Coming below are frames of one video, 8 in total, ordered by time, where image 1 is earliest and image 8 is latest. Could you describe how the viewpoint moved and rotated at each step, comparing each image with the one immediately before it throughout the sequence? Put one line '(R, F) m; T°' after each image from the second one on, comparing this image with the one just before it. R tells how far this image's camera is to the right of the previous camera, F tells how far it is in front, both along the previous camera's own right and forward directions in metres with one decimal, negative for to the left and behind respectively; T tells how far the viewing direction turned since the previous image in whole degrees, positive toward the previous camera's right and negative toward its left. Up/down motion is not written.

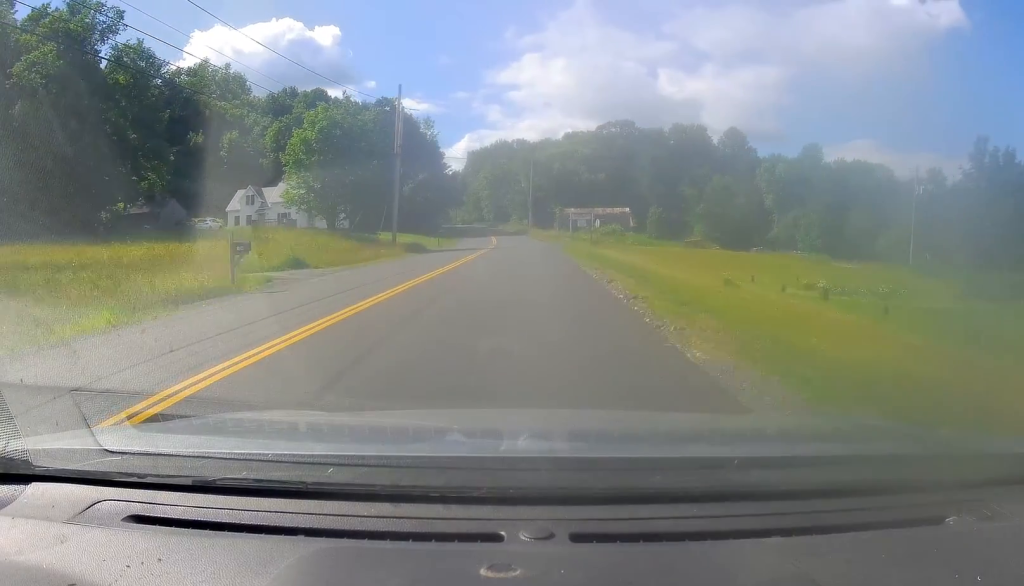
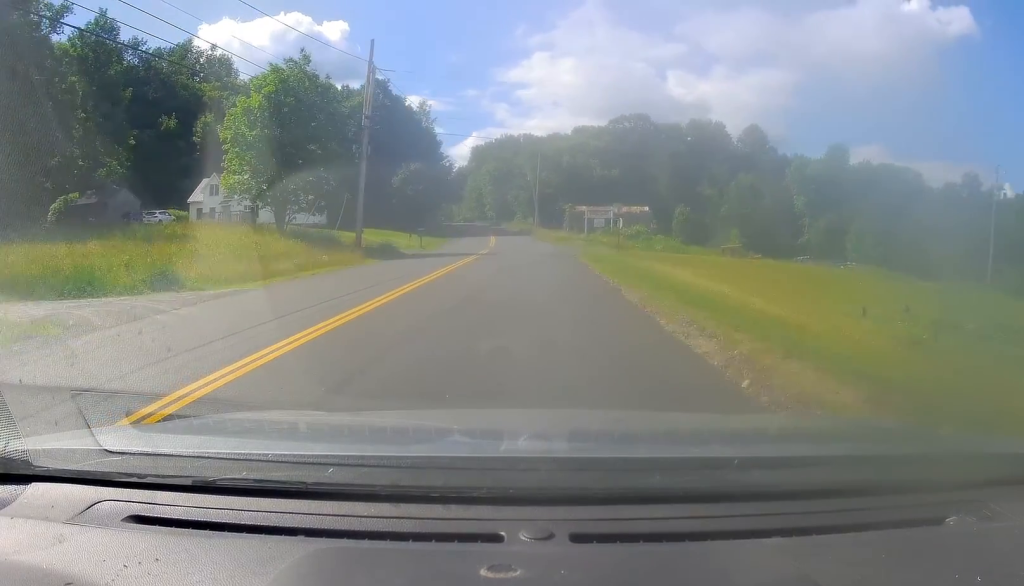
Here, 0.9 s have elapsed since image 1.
(-0.1, +12.6) m; -1°
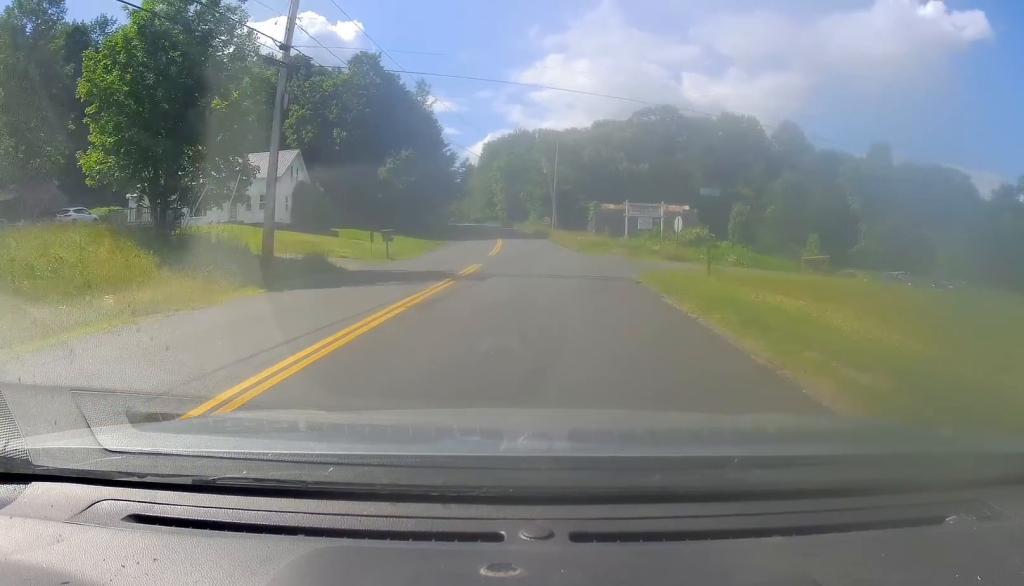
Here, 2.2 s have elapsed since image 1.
(-0.1, +16.2) m; -1°
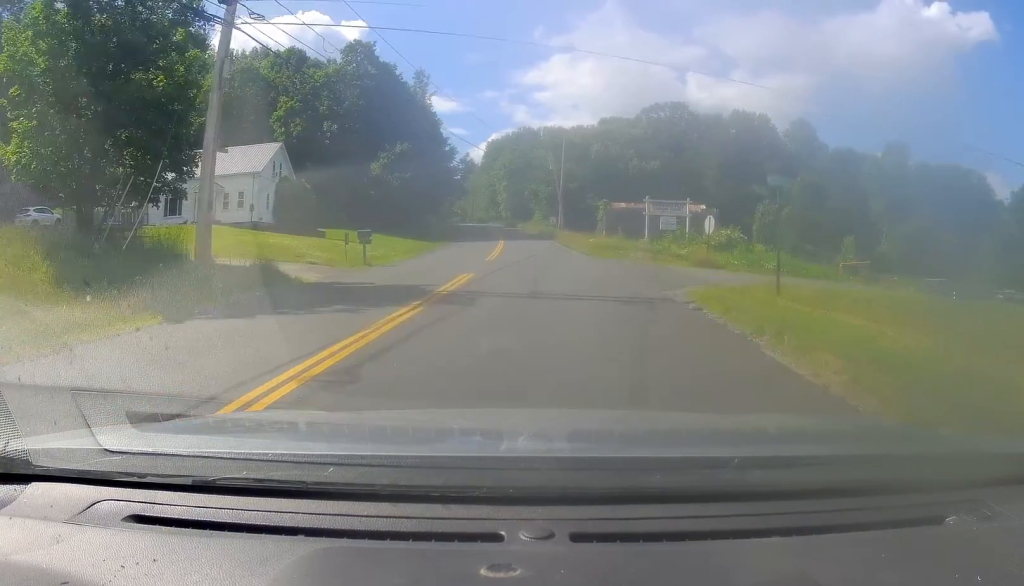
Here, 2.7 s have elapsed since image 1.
(0.0, +5.4) m; 0°
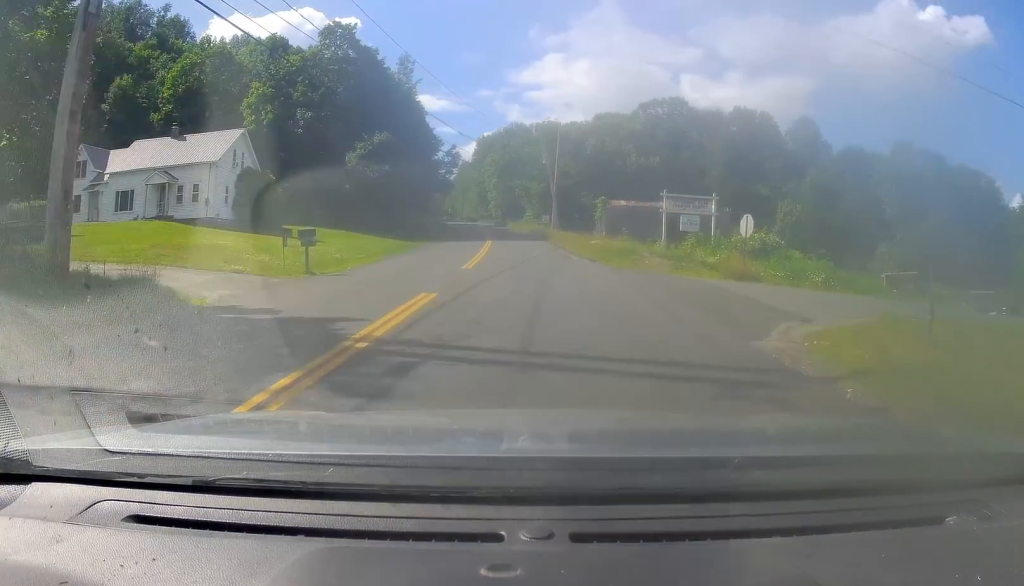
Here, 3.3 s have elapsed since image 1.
(0.0, +6.7) m; +1°
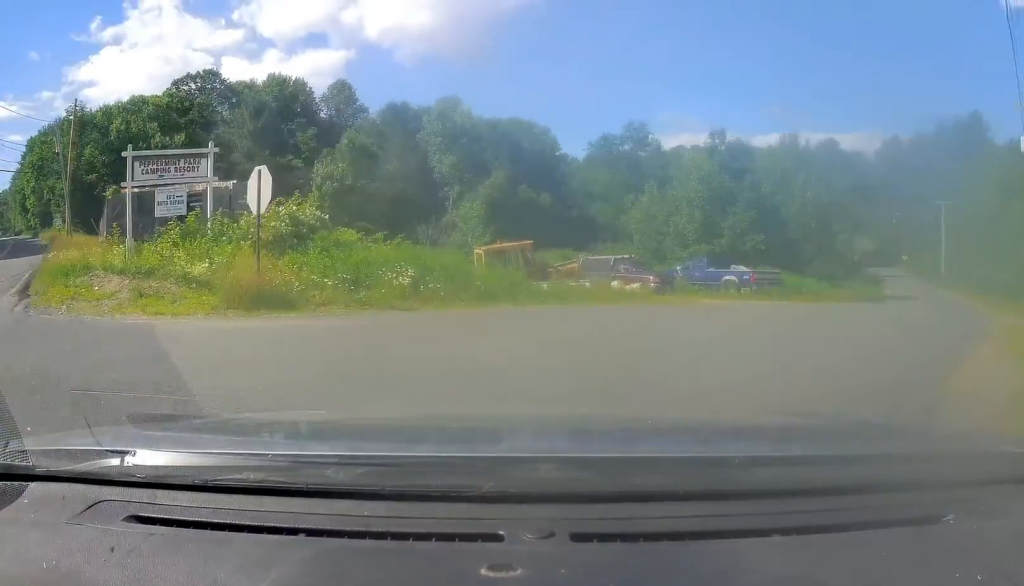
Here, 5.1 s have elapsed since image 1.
(+2.0, +12.0) m; +36°
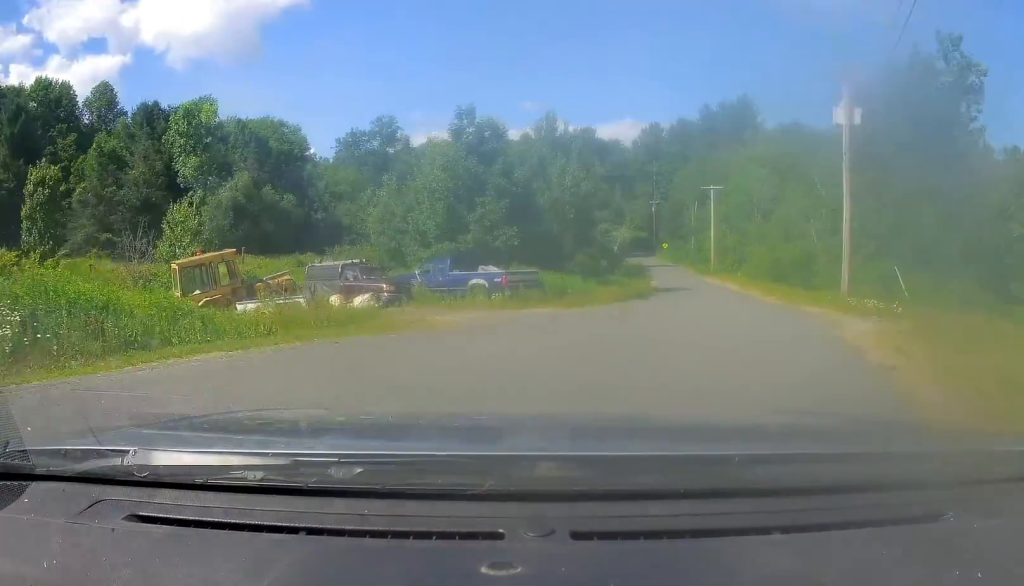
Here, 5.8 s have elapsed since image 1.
(+1.0, +4.1) m; +21°
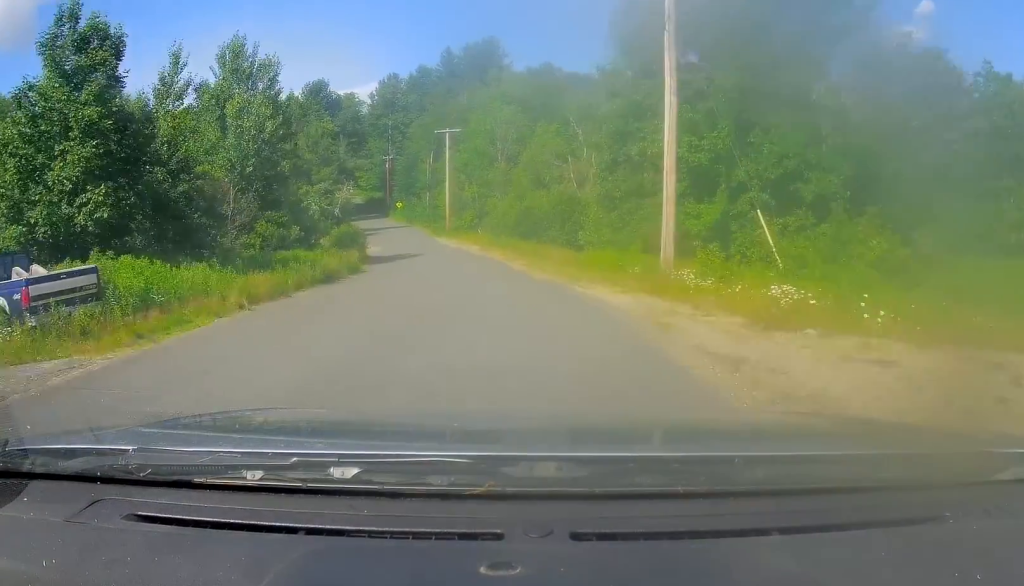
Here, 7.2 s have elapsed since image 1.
(+2.5, +9.8) m; +17°
